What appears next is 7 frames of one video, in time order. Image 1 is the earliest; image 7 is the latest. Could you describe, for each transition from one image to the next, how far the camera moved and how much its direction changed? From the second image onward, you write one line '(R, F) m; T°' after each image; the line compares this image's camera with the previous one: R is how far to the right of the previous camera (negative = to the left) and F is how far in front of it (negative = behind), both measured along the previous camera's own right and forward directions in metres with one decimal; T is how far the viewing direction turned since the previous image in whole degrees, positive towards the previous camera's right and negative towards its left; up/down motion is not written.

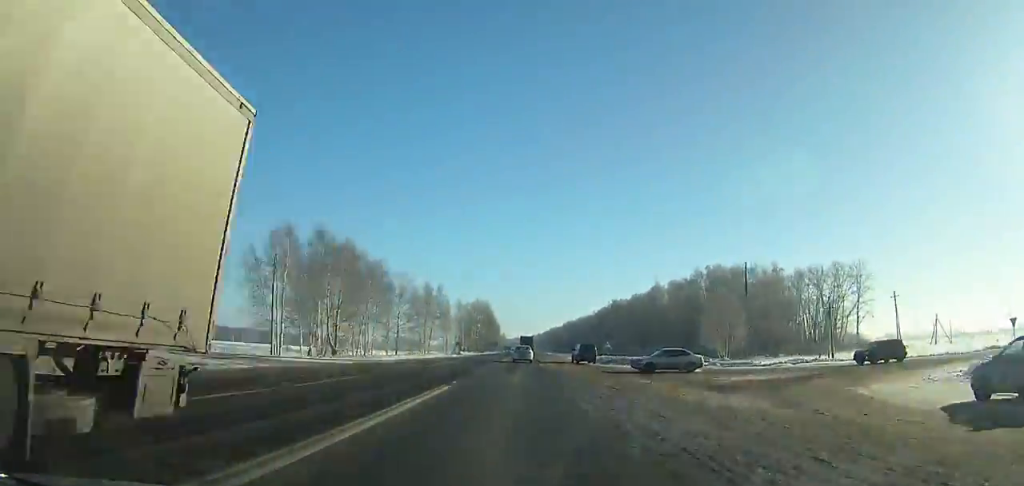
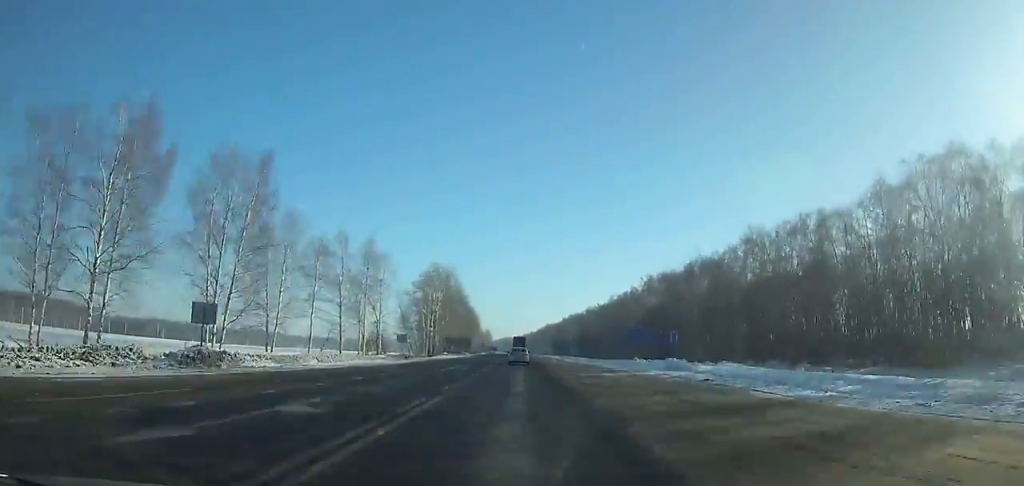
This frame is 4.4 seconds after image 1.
(+0.7, +93.0) m; +1°
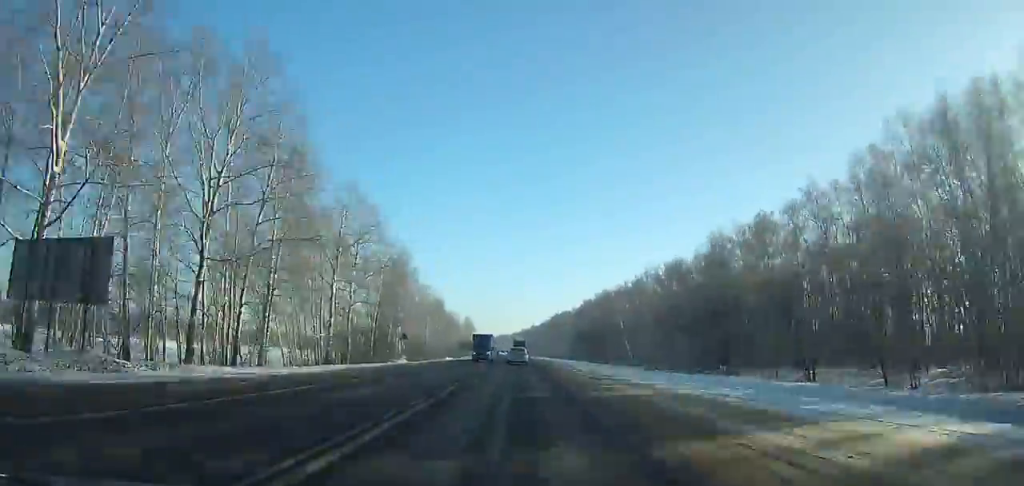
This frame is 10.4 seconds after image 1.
(-0.3, +128.2) m; 0°
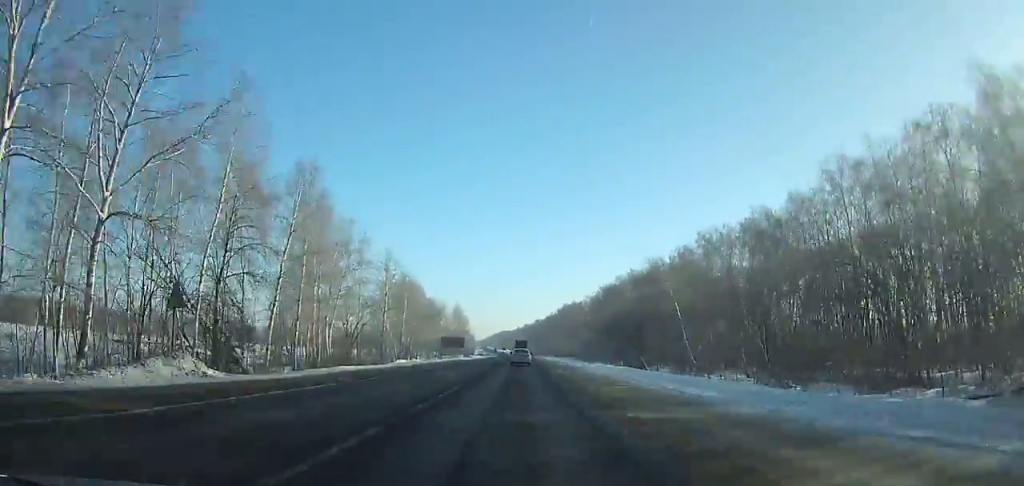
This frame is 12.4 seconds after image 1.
(-0.1, +43.2) m; 0°
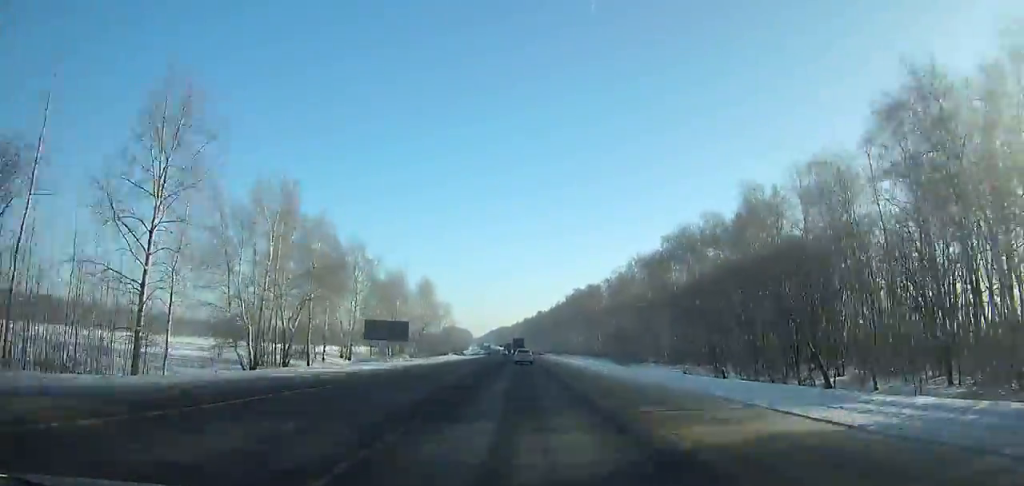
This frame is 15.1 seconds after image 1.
(+0.1, +58.7) m; 0°
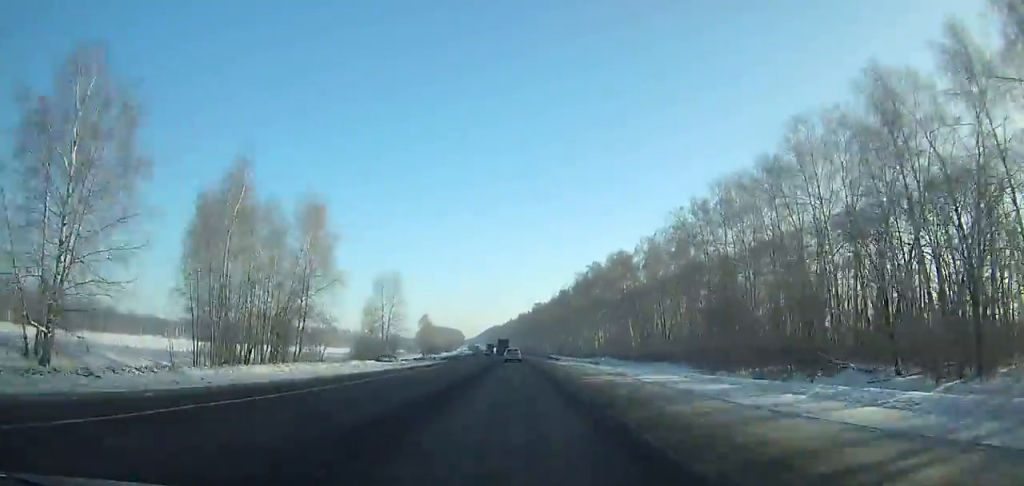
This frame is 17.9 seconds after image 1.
(+0.2, +61.1) m; 0°
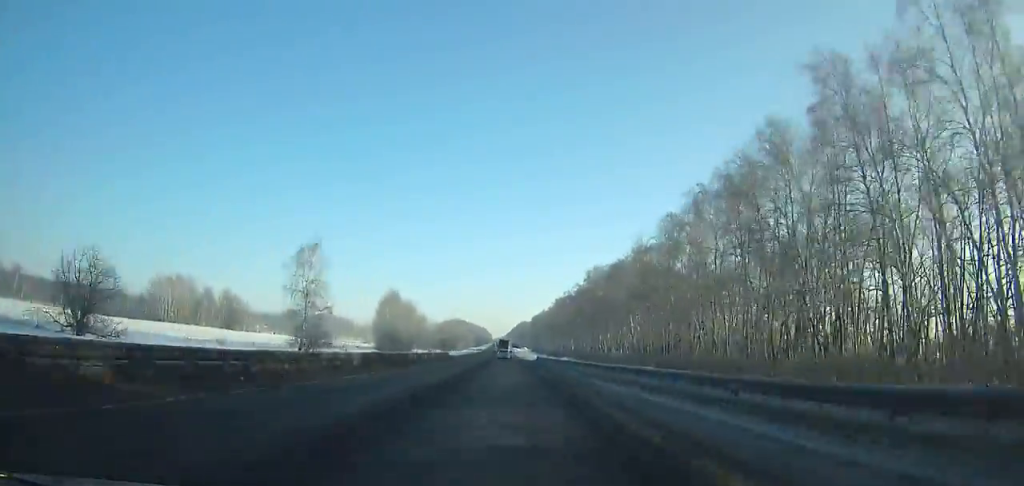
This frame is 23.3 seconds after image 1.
(-2.2, +118.1) m; -3°
